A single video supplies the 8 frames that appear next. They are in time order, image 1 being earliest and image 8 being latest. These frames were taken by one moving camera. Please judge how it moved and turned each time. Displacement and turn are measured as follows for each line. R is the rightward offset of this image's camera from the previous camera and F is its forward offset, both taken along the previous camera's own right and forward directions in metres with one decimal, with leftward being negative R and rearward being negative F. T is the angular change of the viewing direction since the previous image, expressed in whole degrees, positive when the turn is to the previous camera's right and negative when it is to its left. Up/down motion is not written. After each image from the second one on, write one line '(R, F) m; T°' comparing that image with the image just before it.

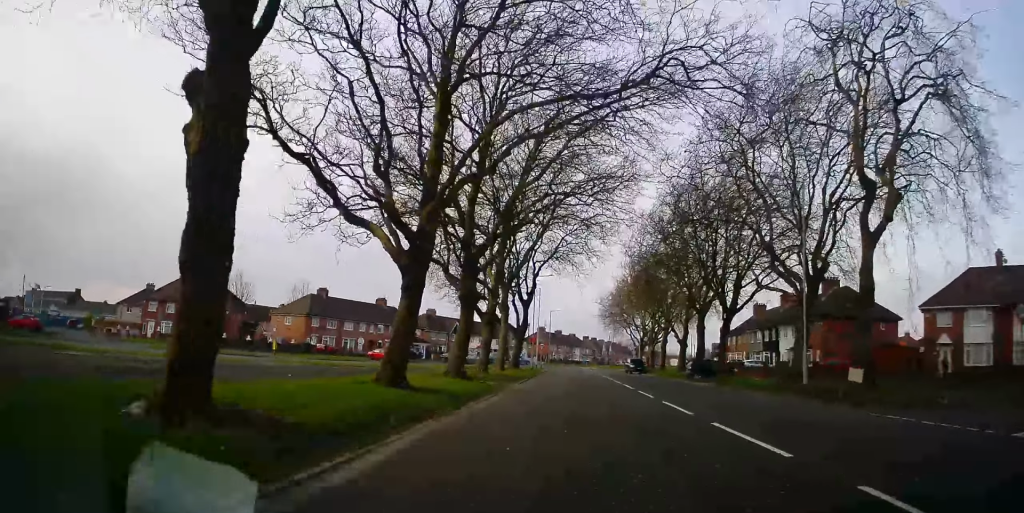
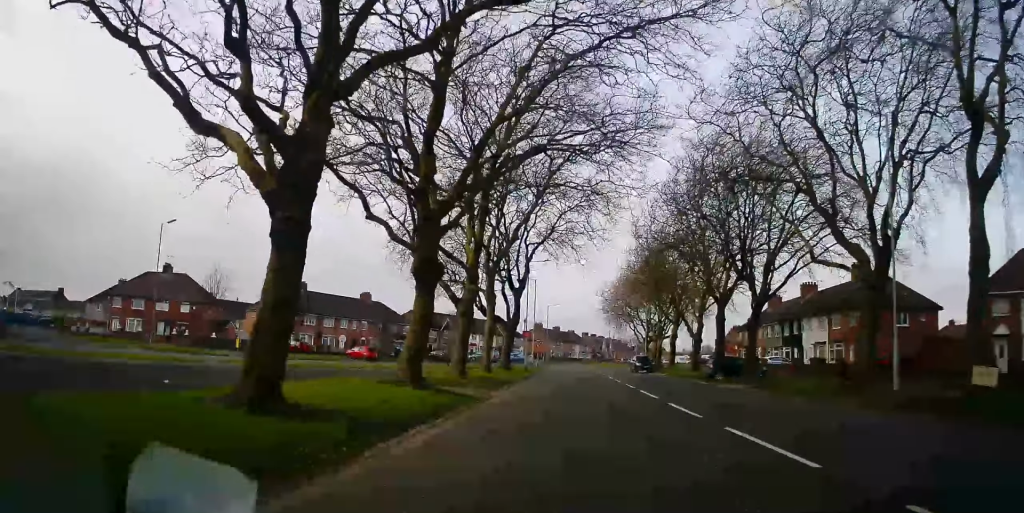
(+0.2, +6.1) m; +2°
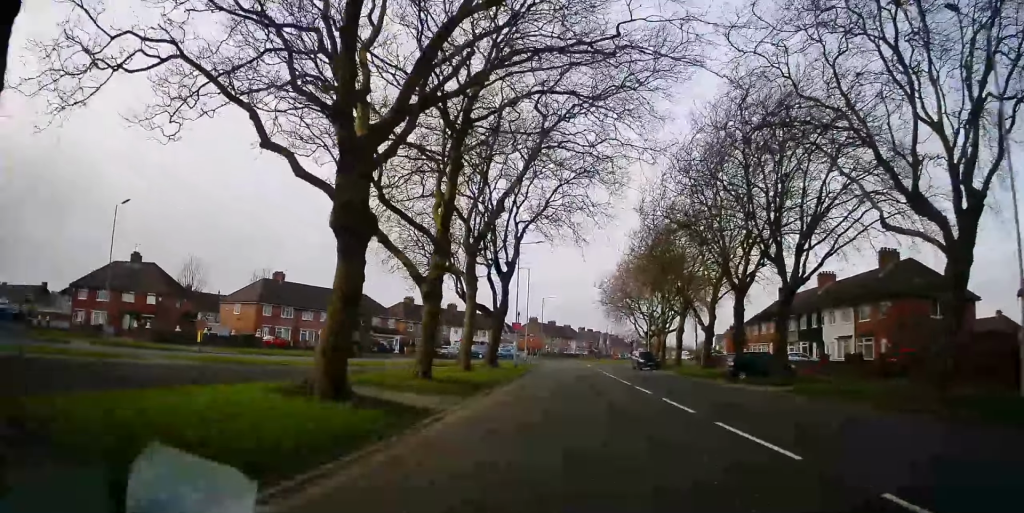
(+0.2, +5.1) m; 0°
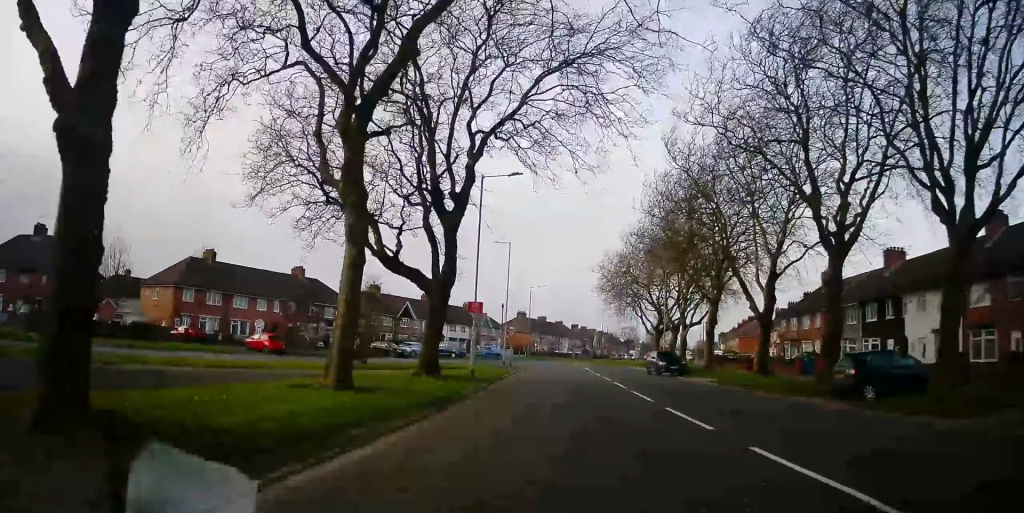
(-0.1, +13.8) m; +2°
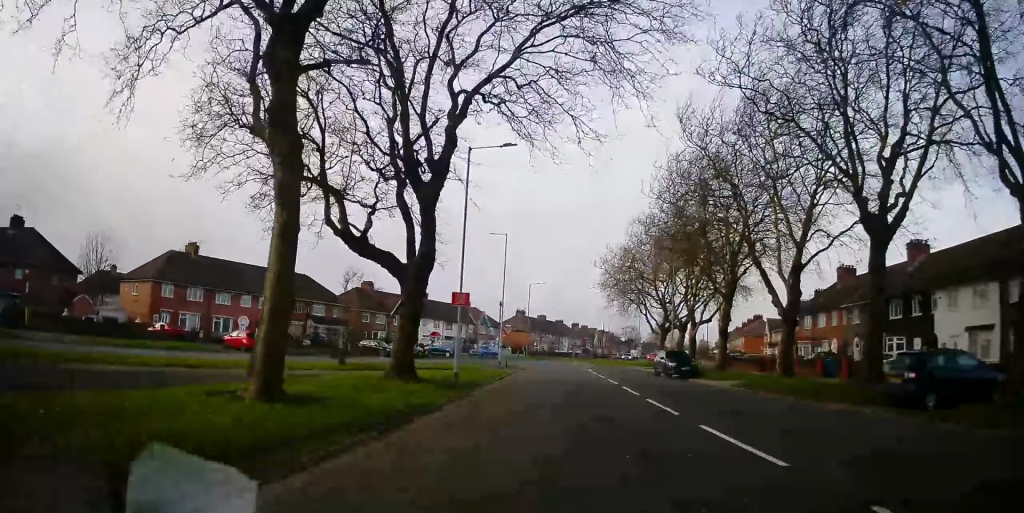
(+0.1, +3.3) m; +1°
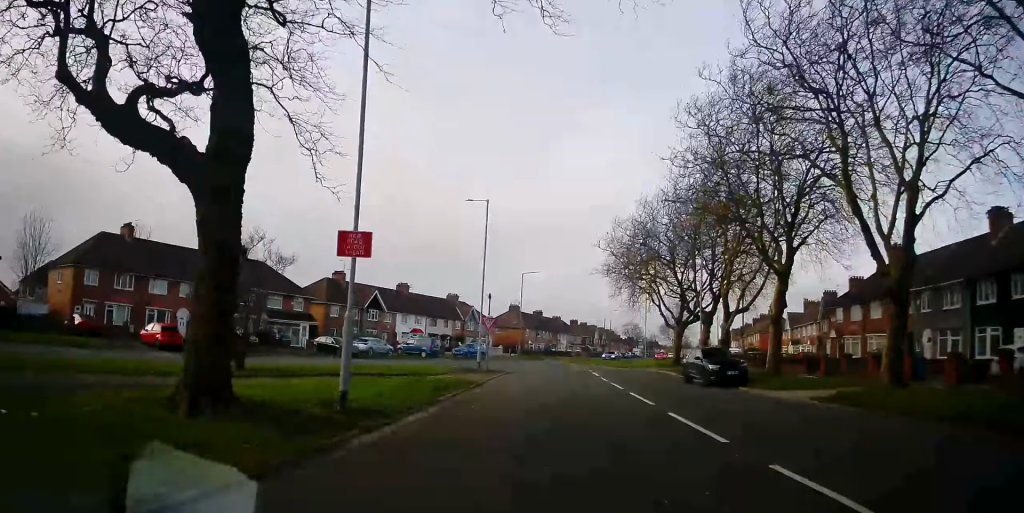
(-0.2, +10.0) m; -3°
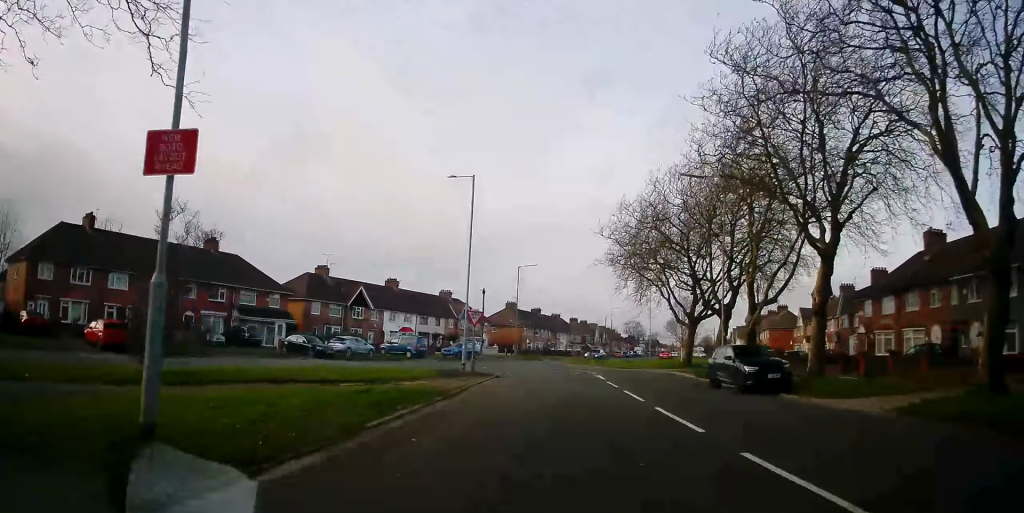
(-0.2, +5.2) m; -1°
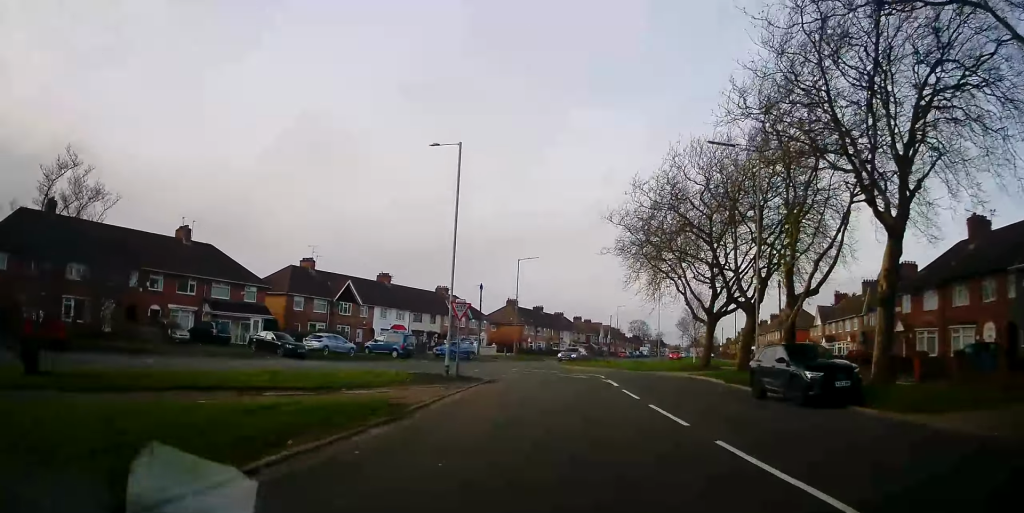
(+0.1, +5.2) m; +1°
